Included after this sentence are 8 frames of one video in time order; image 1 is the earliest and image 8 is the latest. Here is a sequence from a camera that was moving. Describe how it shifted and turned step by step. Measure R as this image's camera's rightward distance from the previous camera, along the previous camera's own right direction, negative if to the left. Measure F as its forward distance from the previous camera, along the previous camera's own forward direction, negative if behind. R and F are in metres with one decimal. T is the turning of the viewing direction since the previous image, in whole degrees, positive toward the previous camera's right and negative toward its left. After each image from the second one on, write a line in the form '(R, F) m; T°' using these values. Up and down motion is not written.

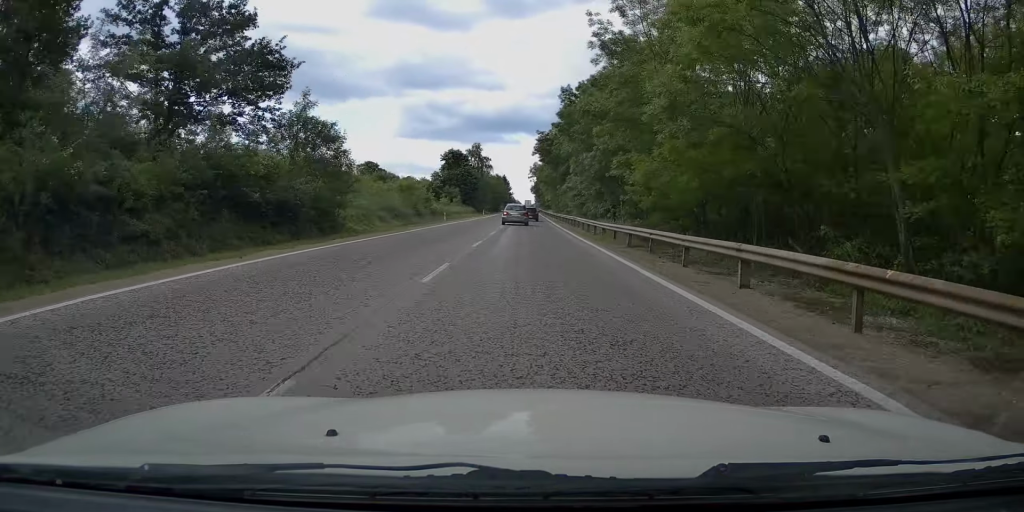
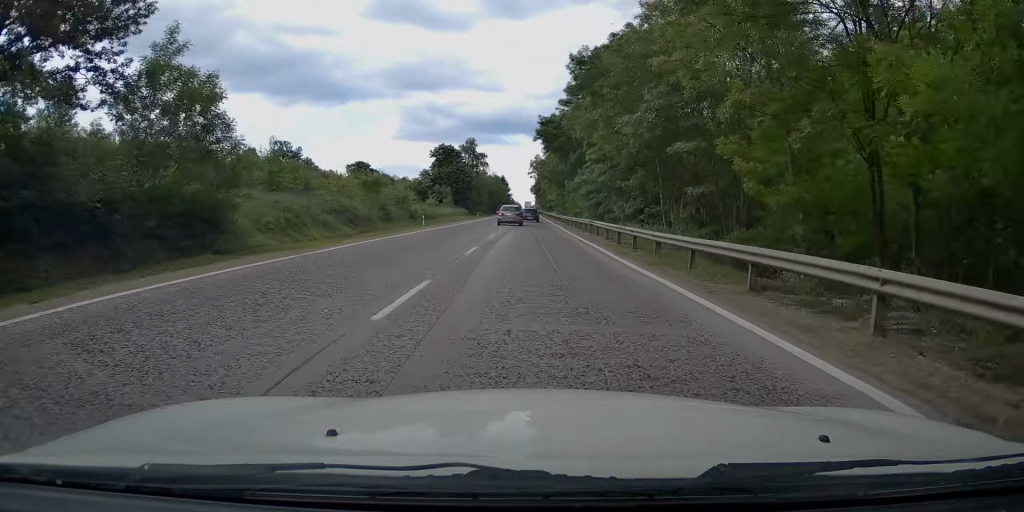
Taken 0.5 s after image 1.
(+0.1, +12.0) m; 0°
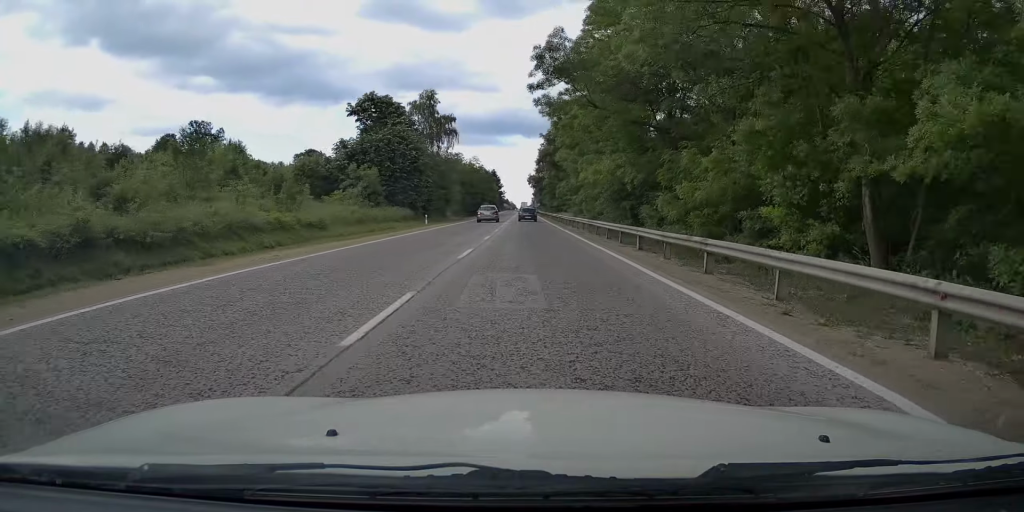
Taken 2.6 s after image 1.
(+0.2, +47.0) m; +1°
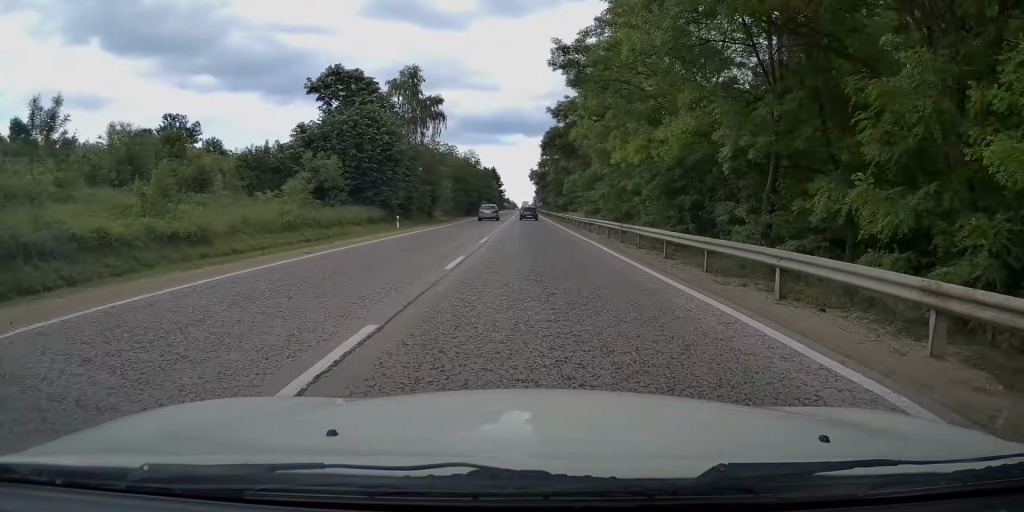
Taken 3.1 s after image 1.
(+0.1, +11.4) m; 0°
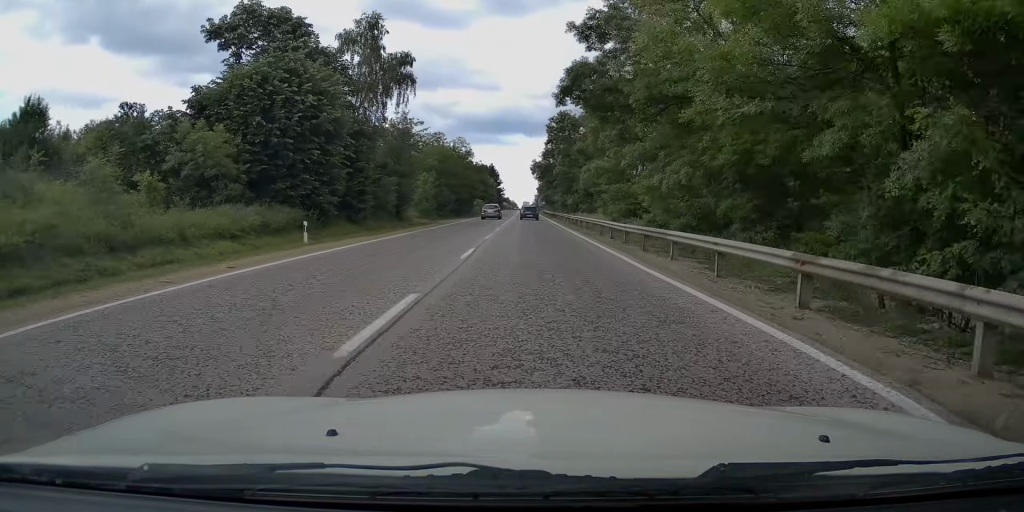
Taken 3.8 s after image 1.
(-0.2, +16.0) m; 0°
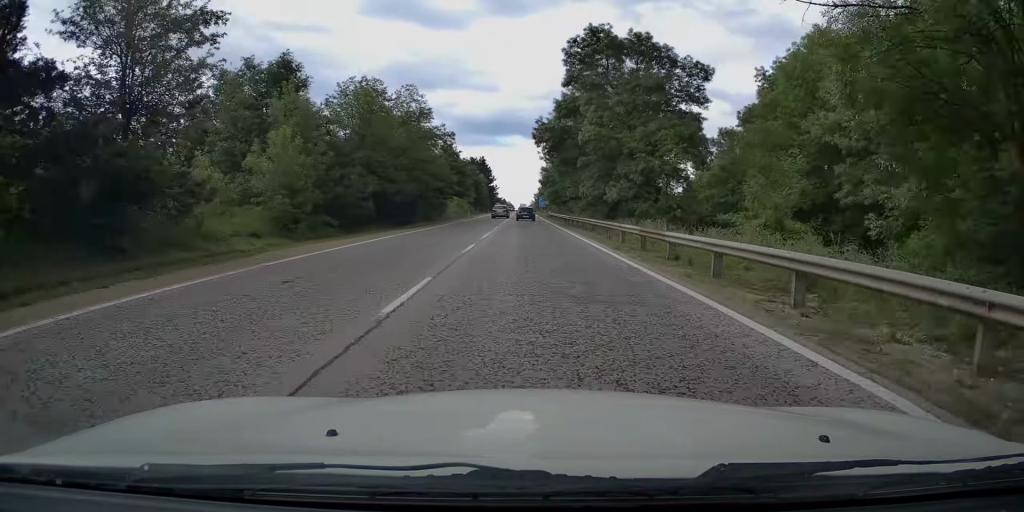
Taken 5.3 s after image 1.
(+0.1, +34.4) m; 0°
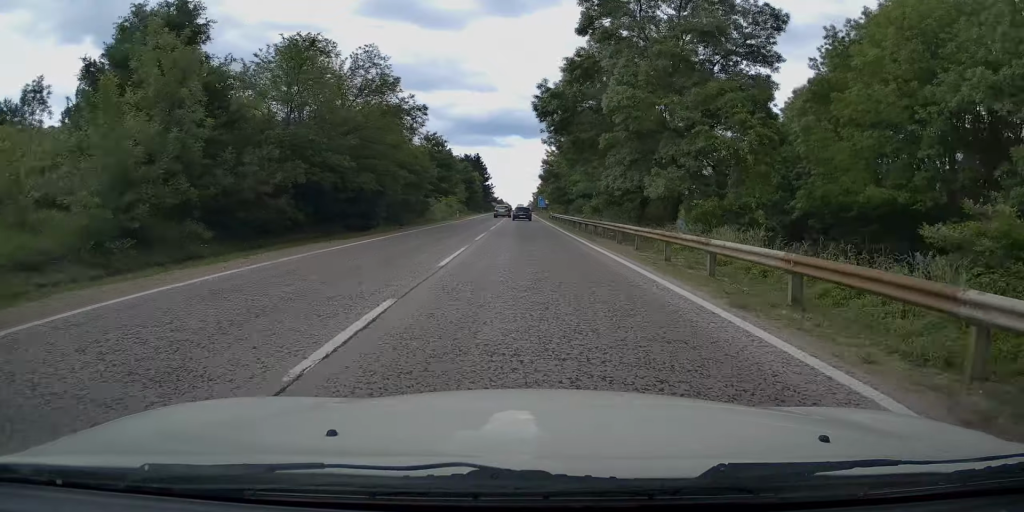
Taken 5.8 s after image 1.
(-0.2, +11.4) m; -1°
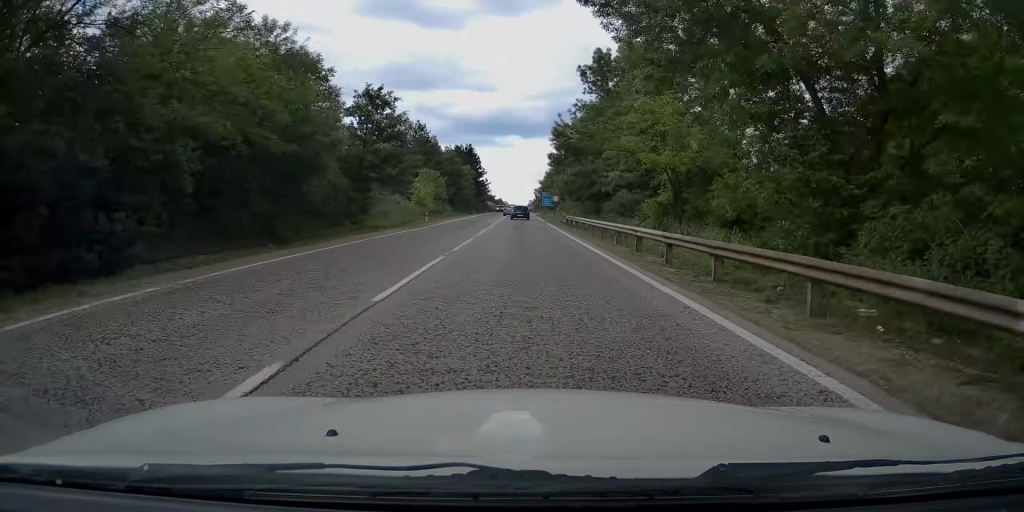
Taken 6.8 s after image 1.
(-0.5, +23.6) m; -2°
